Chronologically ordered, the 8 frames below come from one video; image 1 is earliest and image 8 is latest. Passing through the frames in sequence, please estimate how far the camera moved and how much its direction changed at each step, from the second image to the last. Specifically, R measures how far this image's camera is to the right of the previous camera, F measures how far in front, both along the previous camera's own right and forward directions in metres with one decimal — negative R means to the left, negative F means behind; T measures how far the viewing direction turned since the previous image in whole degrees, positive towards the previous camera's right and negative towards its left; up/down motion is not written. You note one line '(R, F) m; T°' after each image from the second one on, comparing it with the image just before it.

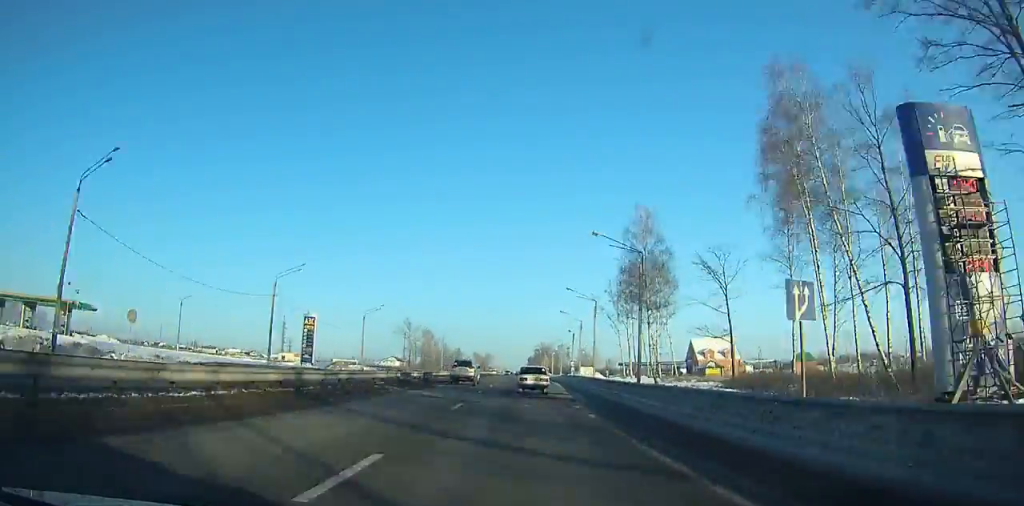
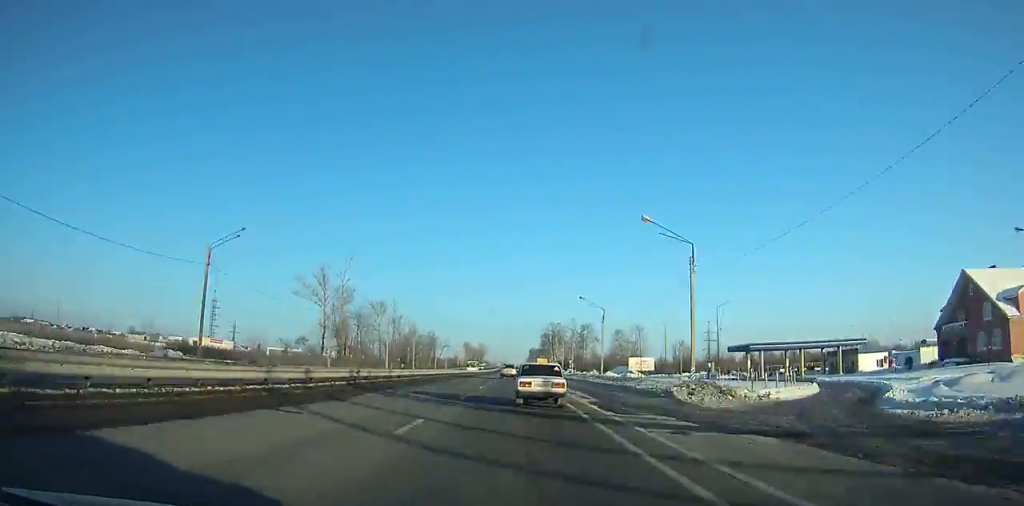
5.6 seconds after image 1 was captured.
(-0.3, +114.1) m; 0°
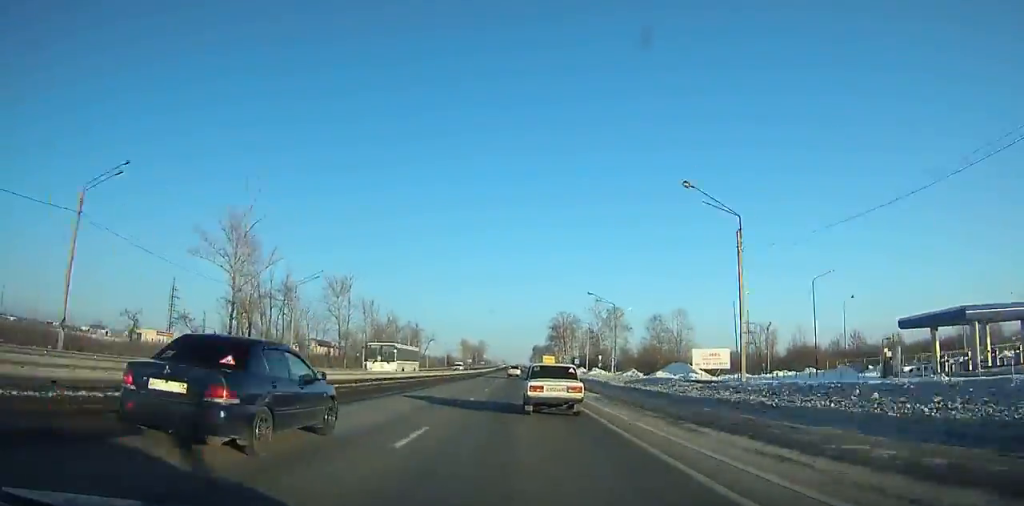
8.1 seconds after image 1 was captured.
(-0.1, +54.0) m; 0°
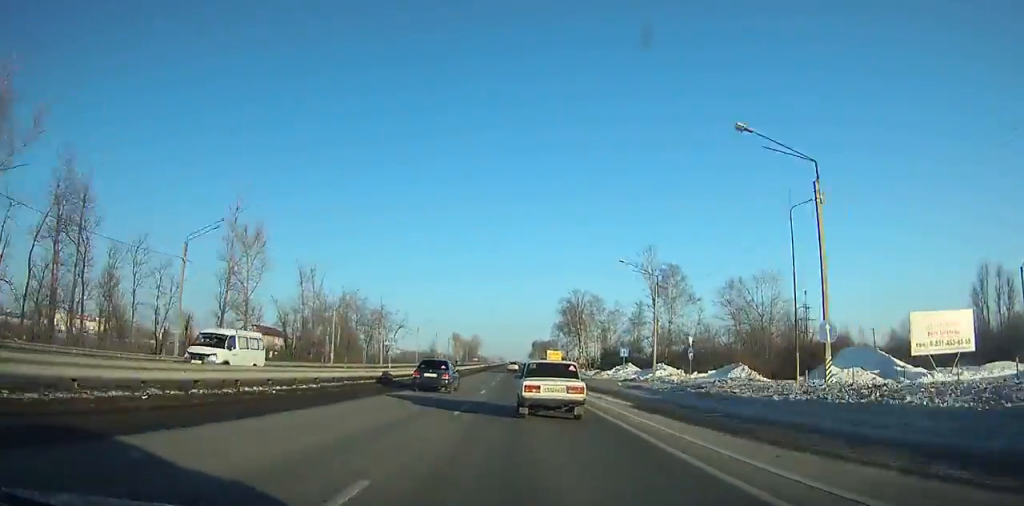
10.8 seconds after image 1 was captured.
(+0.1, +57.7) m; 0°
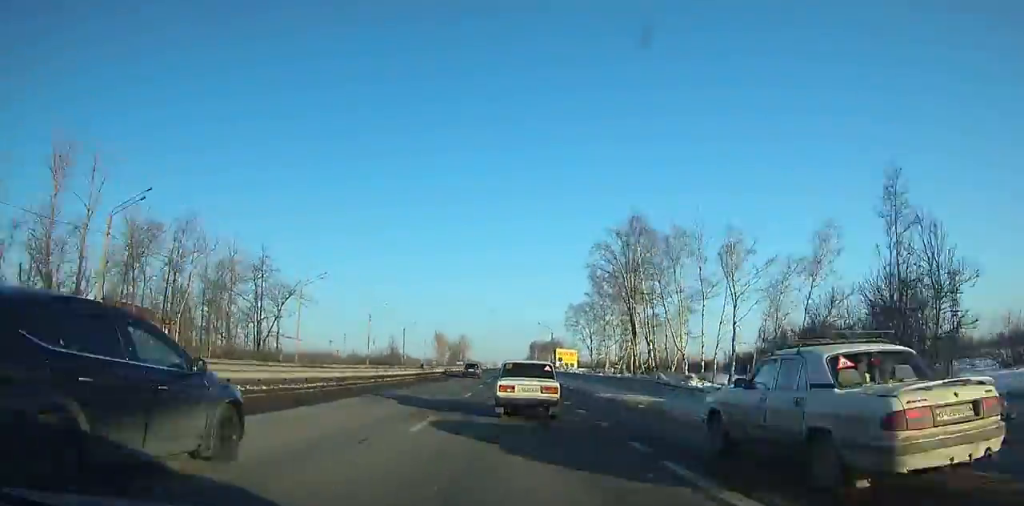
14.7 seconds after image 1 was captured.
(+0.5, +79.3) m; 0°
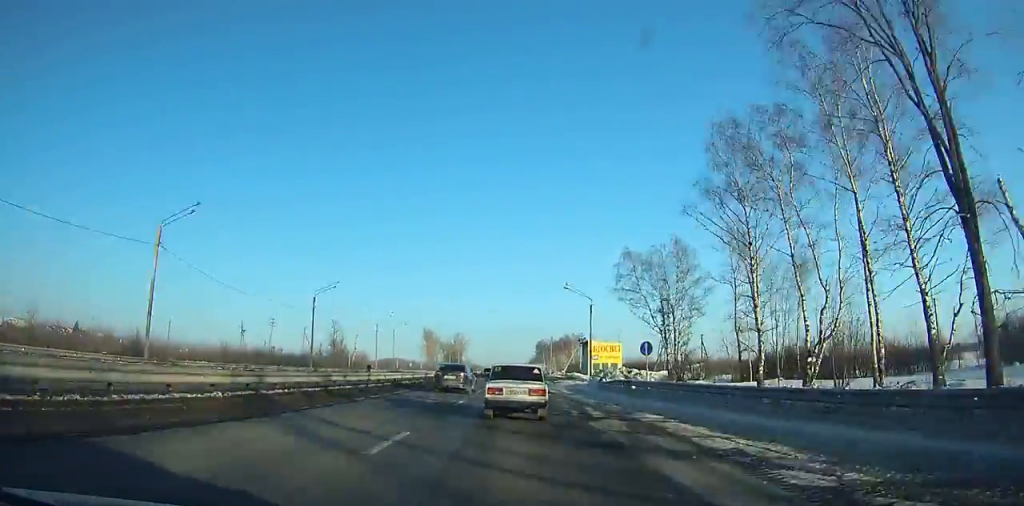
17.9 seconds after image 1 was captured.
(-0.7, +61.3) m; -1°
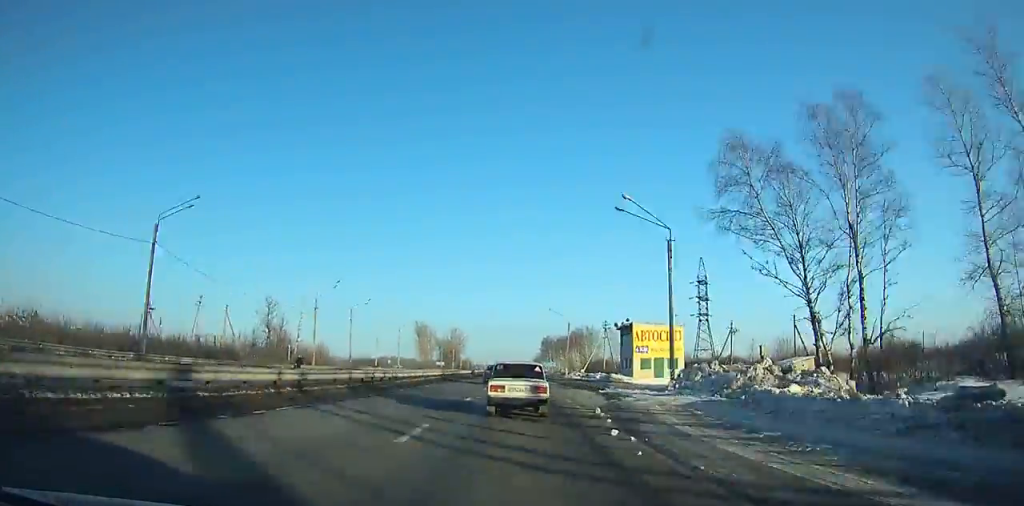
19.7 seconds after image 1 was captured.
(-0.1, +33.0) m; 0°
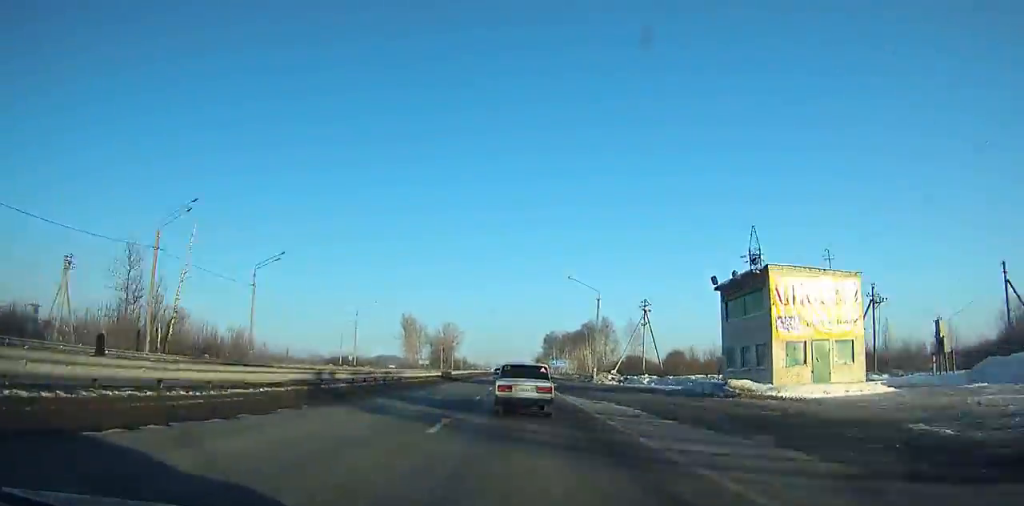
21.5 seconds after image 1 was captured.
(0.0, +32.5) m; 0°
